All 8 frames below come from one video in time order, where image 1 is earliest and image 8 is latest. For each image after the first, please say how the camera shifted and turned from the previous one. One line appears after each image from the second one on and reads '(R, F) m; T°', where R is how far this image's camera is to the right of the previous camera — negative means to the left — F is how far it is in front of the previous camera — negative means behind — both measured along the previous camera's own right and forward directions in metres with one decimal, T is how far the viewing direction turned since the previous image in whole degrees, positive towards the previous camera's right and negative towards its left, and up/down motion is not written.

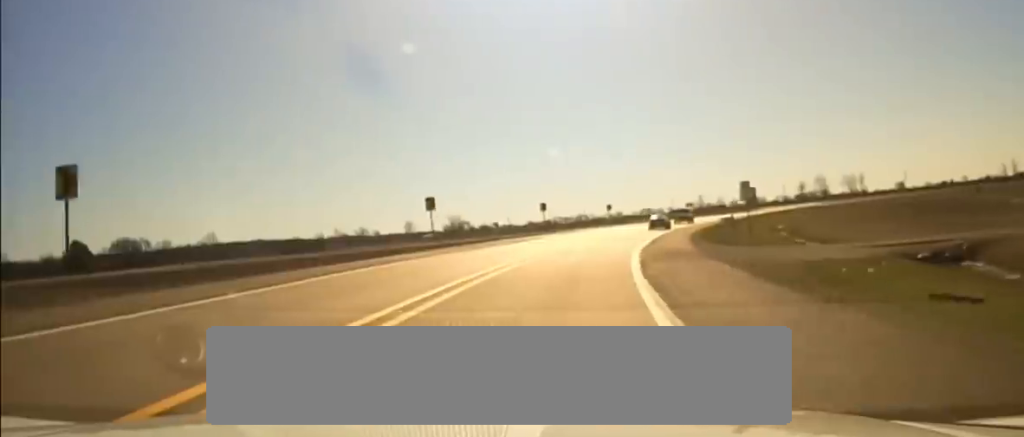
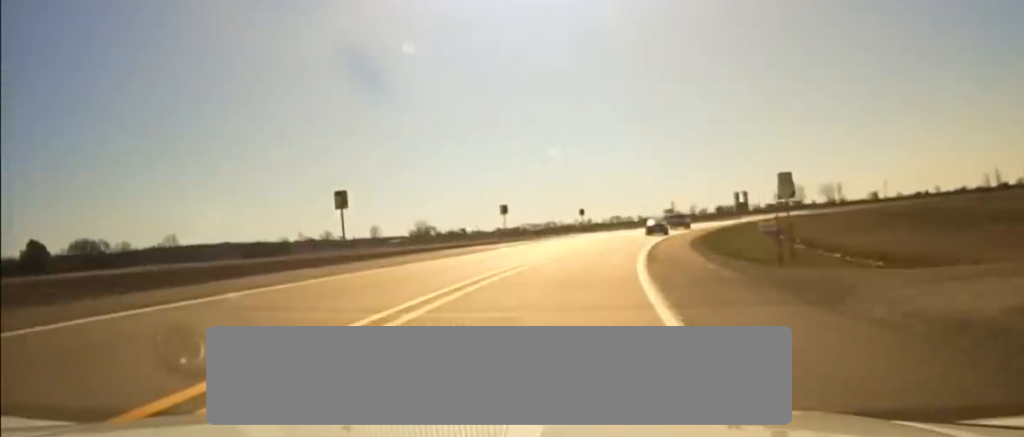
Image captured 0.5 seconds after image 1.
(0.0, +16.1) m; 0°
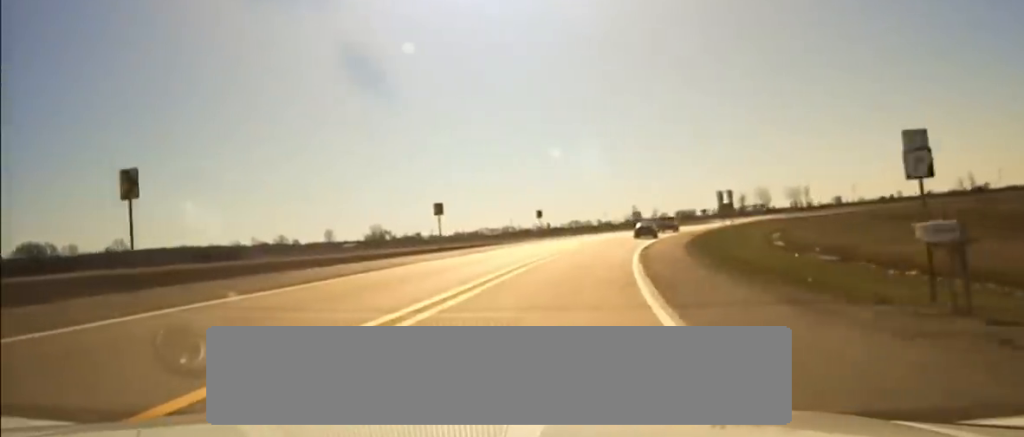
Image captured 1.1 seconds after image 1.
(0.0, +17.2) m; 0°
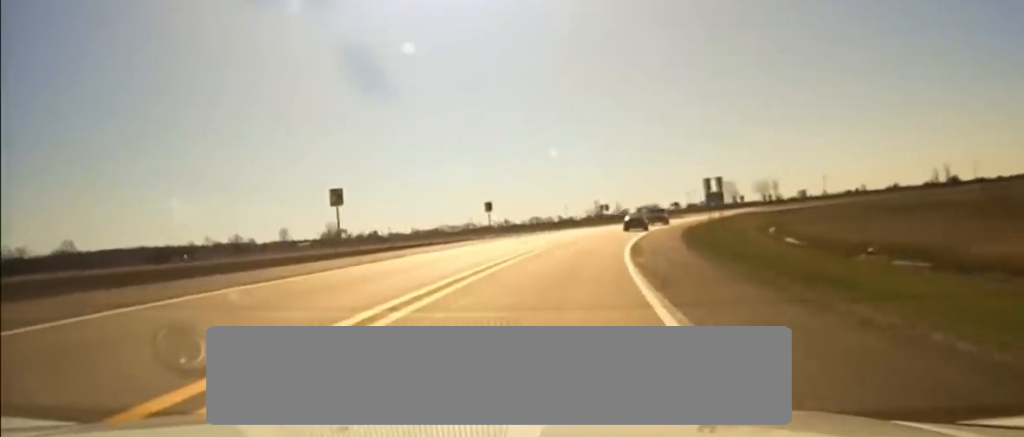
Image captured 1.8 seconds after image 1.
(0.0, +17.8) m; 0°
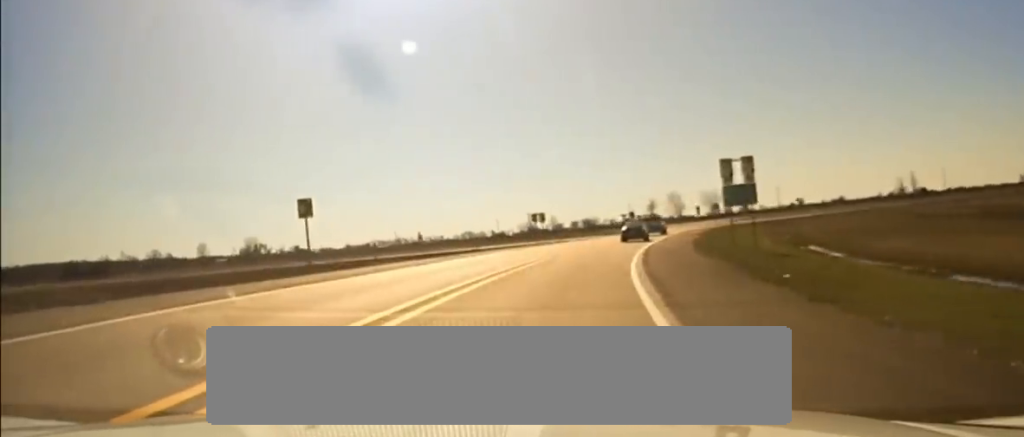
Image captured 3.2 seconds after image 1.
(+0.2, +38.7) m; +4°
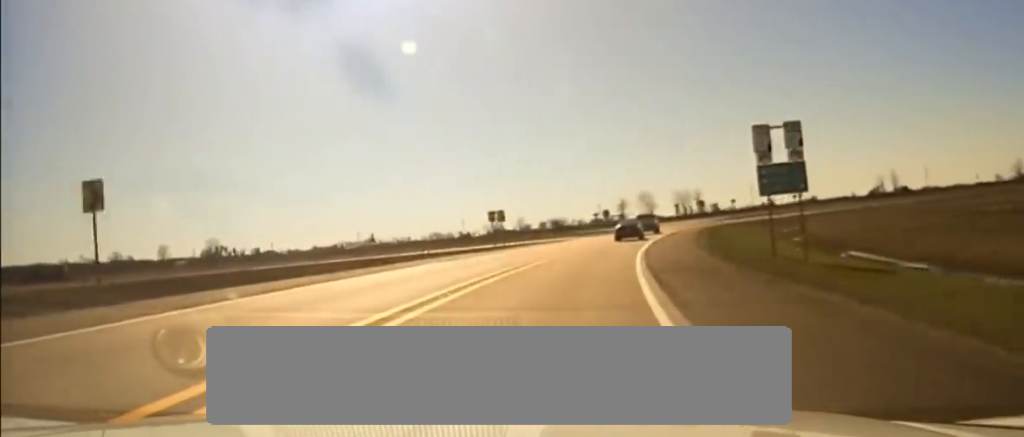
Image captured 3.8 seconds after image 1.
(+0.3, +15.0) m; +3°
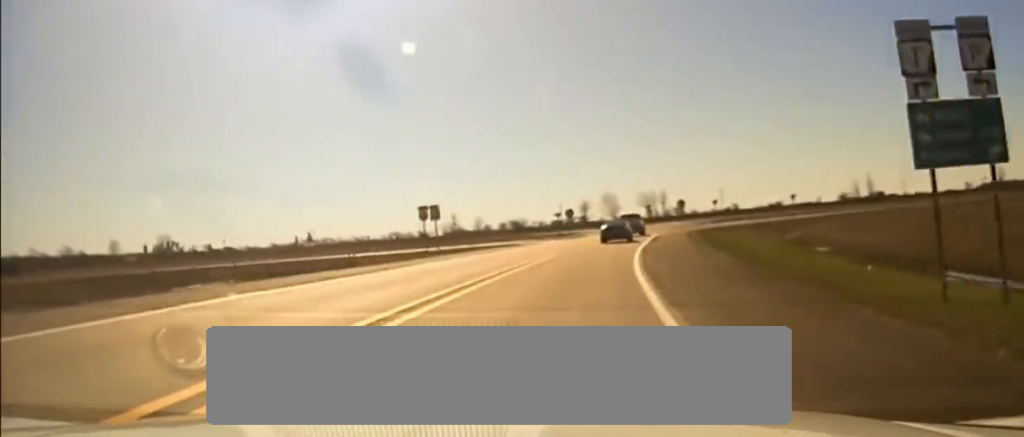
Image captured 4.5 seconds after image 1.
(+1.2, +17.1) m; +4°
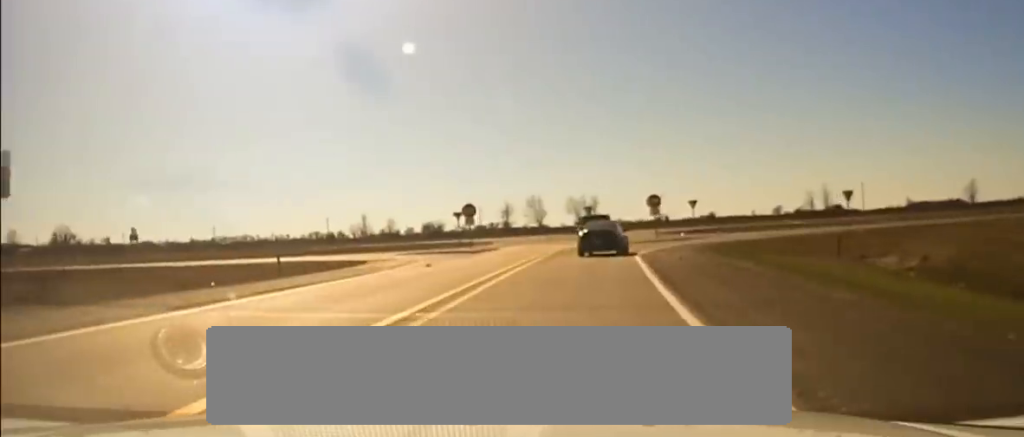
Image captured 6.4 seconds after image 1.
(+0.1, +40.5) m; +3°
